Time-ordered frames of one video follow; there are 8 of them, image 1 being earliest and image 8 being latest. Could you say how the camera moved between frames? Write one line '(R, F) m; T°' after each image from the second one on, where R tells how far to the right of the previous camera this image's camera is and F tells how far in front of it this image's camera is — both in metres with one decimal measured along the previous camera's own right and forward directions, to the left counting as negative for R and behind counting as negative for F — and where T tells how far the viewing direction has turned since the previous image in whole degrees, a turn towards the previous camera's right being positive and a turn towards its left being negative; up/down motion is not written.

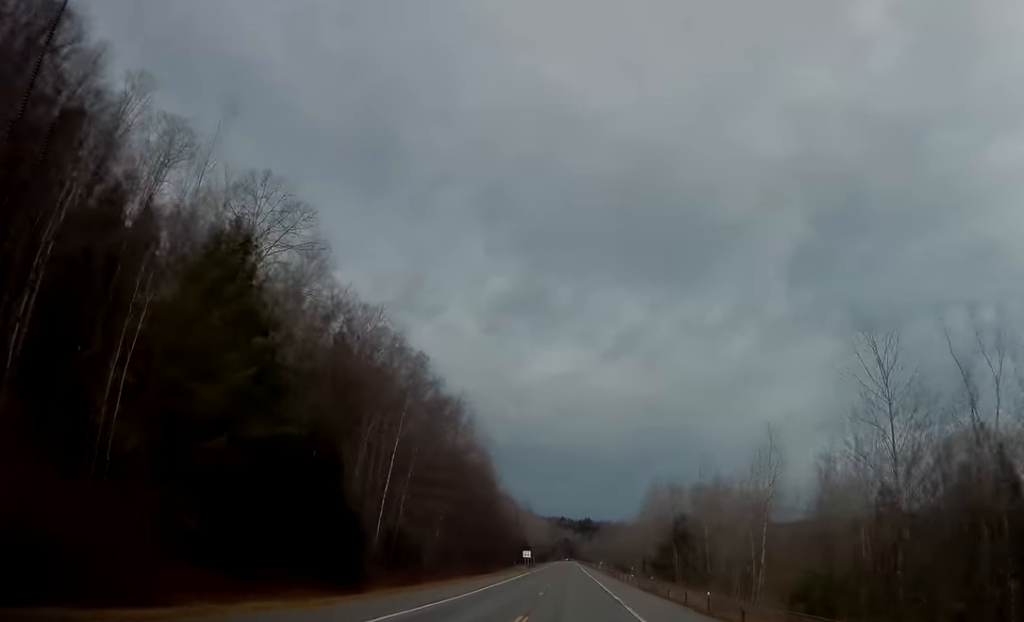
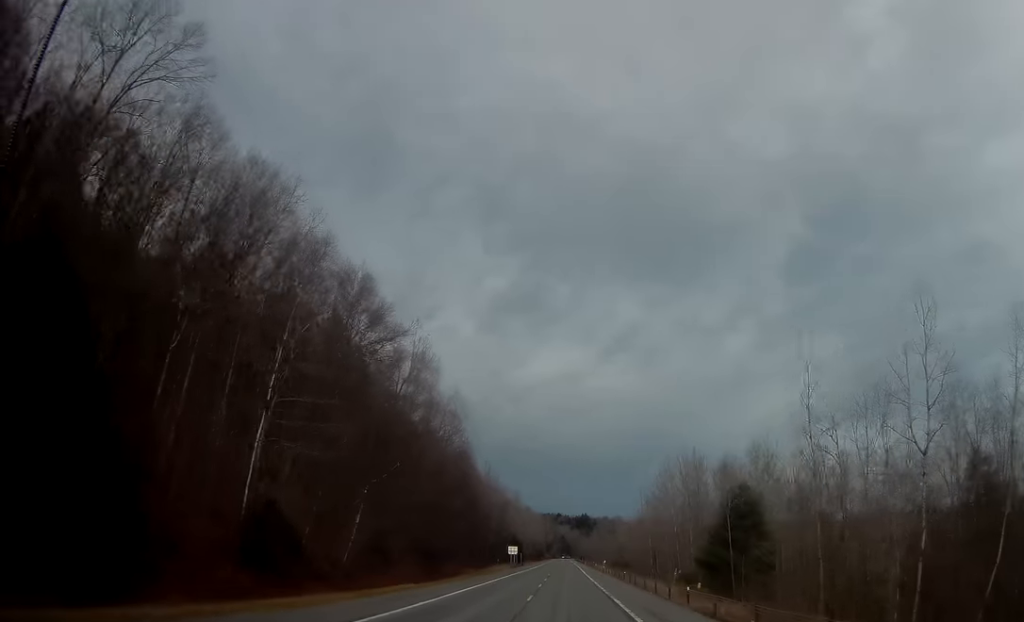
(+0.3, +26.9) m; +1°
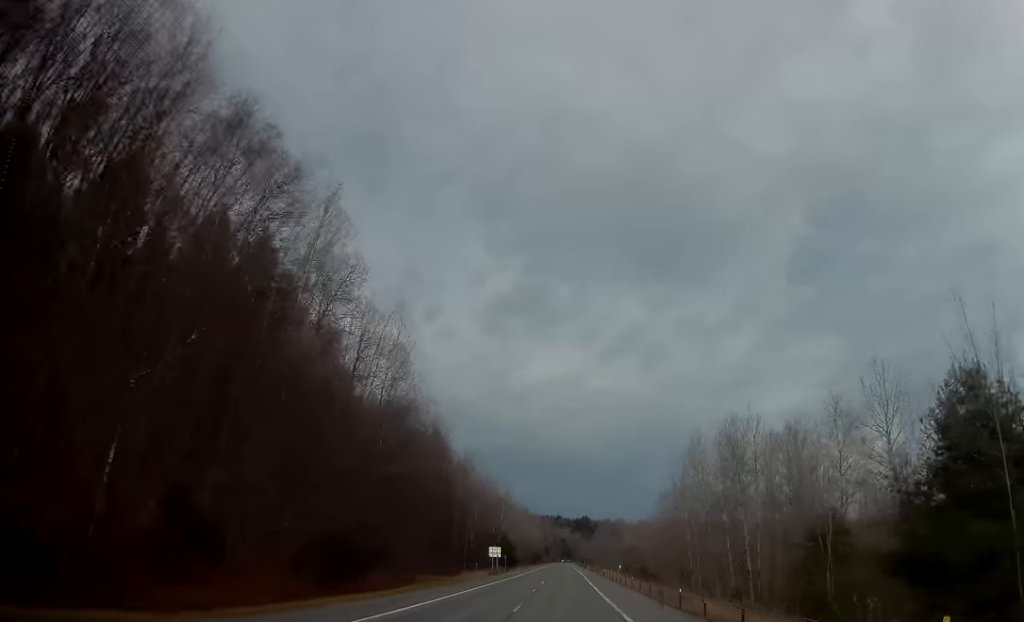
(-0.1, +28.5) m; -1°
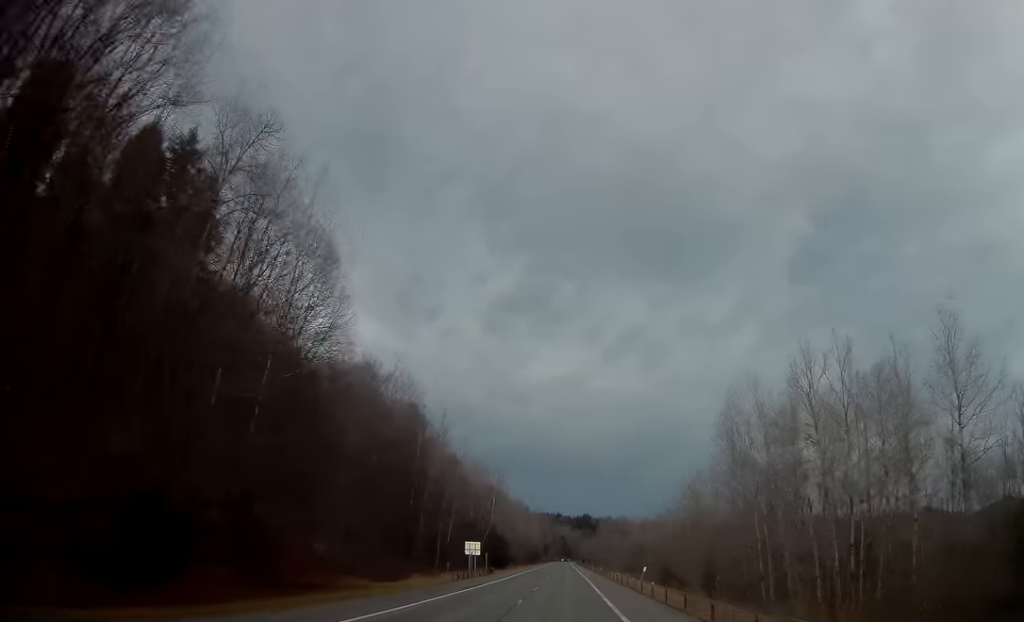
(-0.1, +21.4) m; 0°
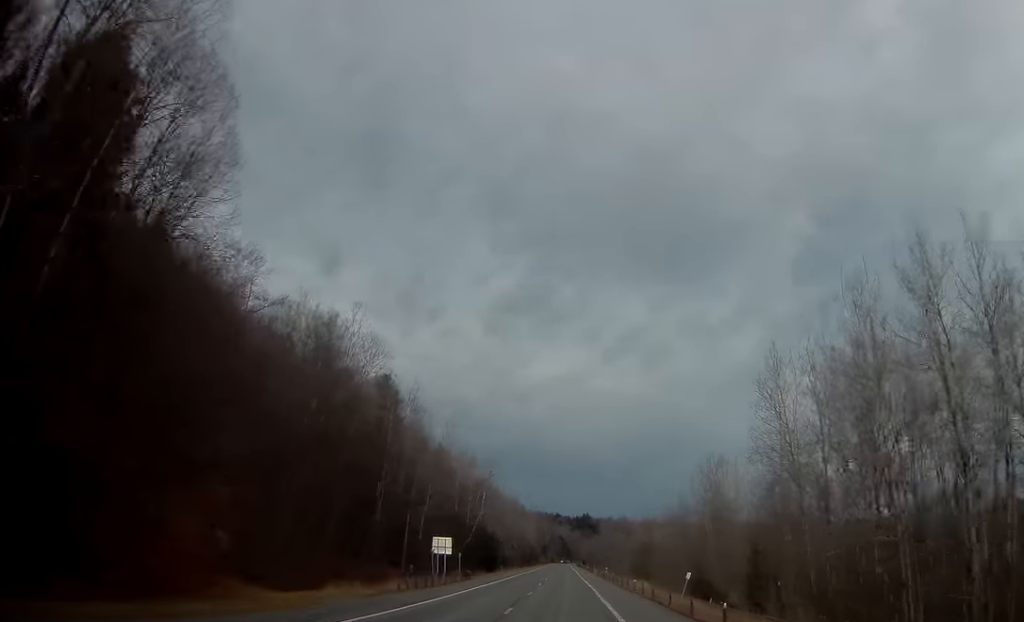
(+0.1, +16.6) m; 0°
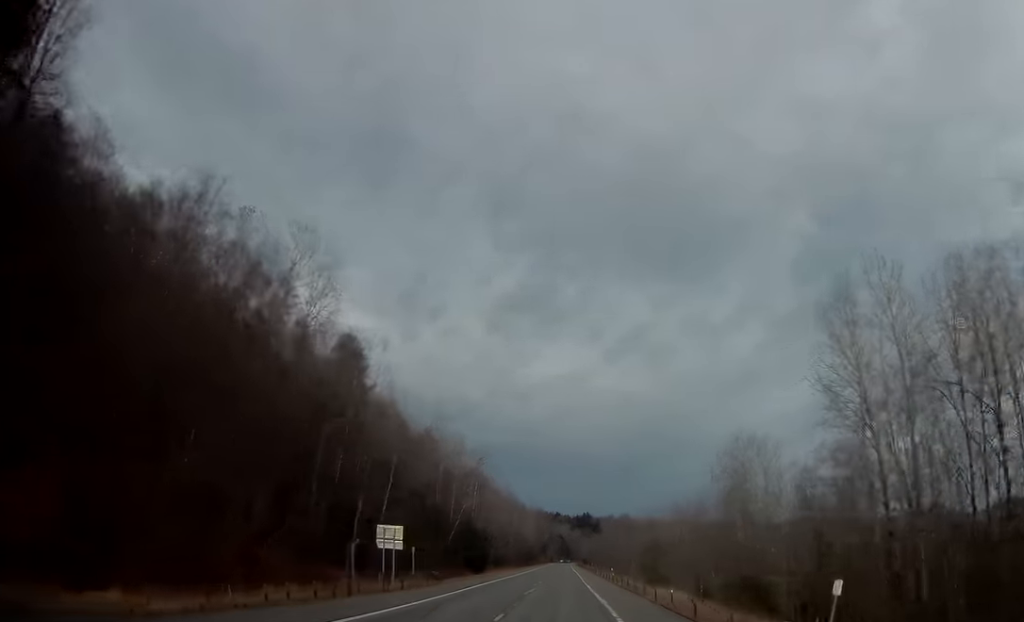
(+0.2, +15.8) m; 0°
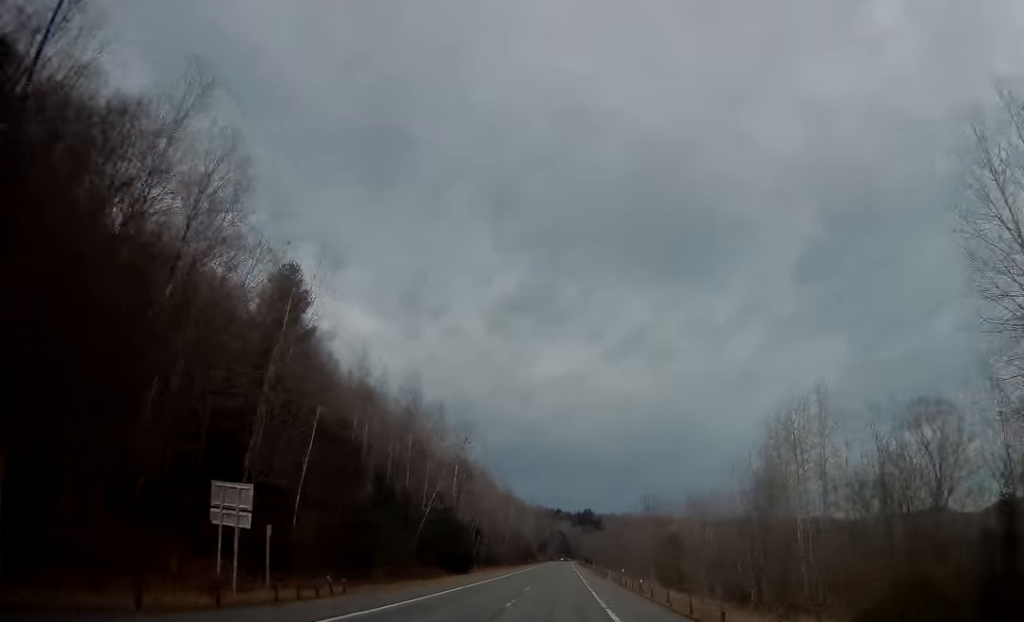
(-0.3, +19.1) m; -1°
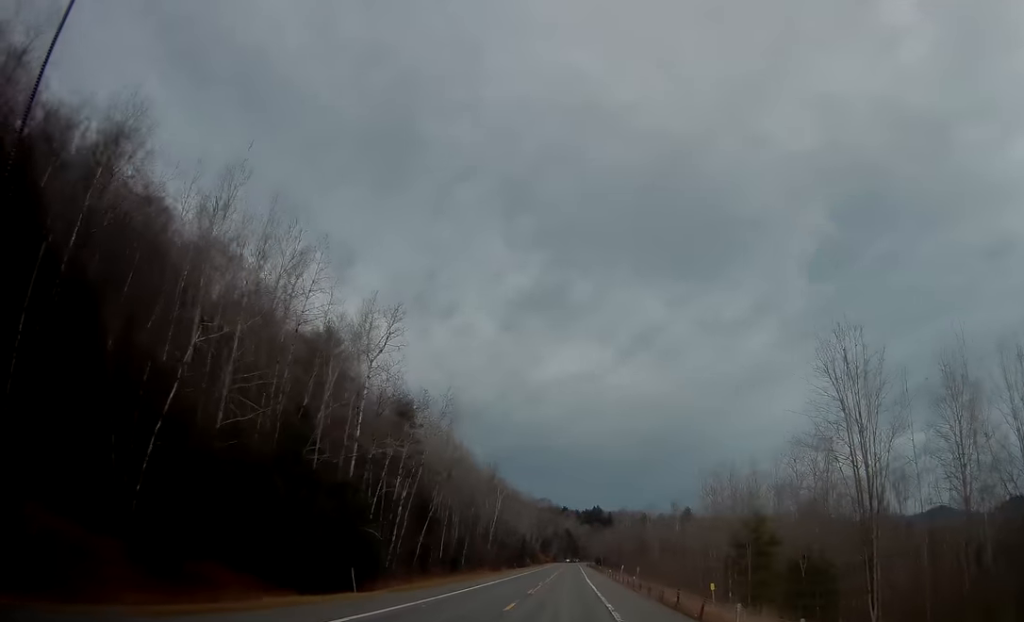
(-0.2, +50.4) m; 0°
